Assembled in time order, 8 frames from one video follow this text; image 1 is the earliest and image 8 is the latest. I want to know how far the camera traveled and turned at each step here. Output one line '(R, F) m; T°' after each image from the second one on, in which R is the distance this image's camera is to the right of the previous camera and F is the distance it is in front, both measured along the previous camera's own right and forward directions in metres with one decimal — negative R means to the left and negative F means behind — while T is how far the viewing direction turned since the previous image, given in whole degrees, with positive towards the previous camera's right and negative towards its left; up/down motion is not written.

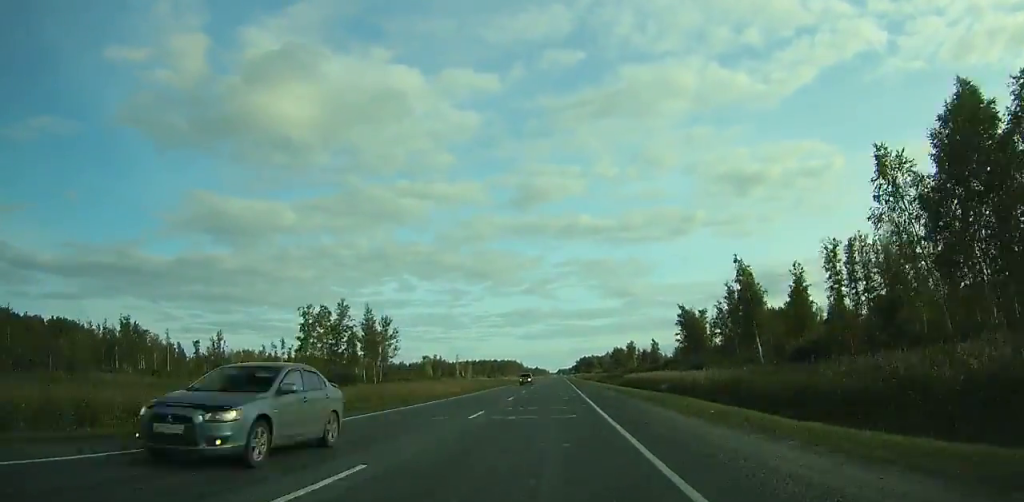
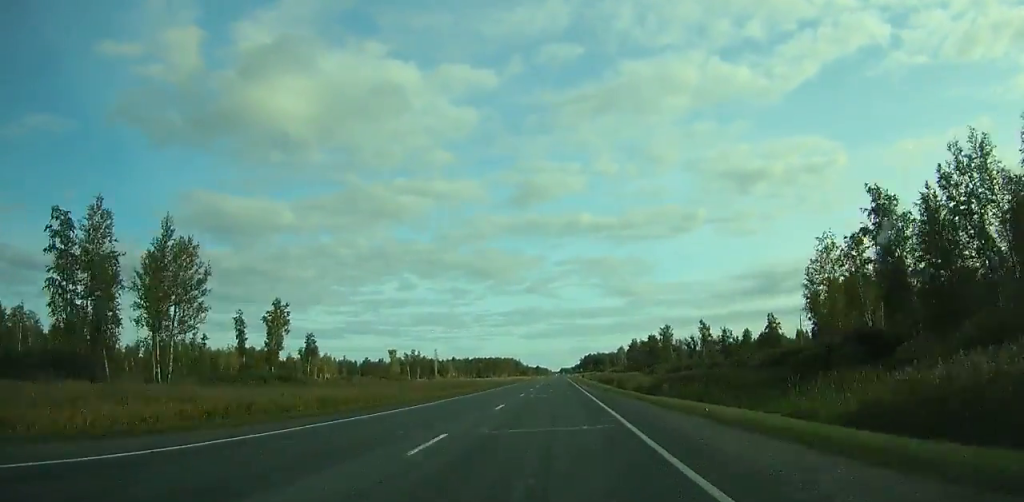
(-0.2, +68.2) m; 0°
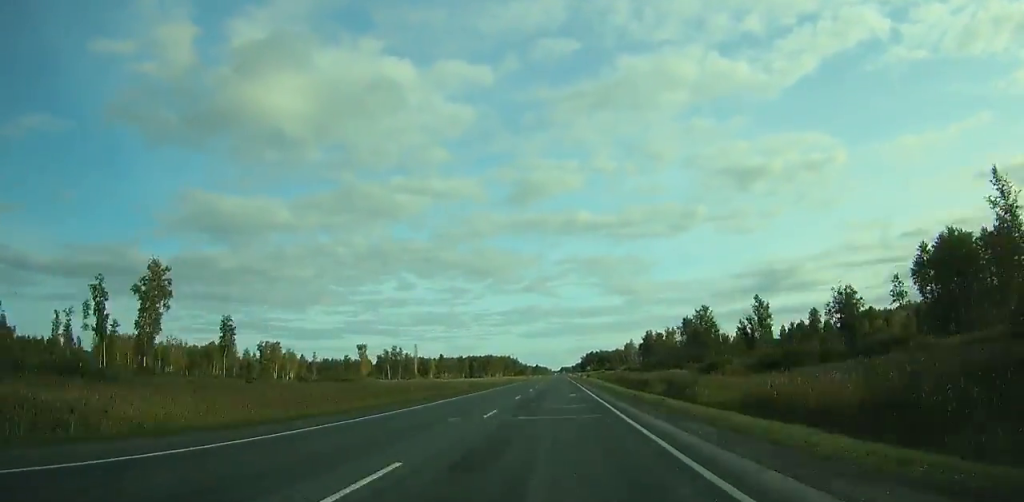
(0.0, +38.5) m; 0°
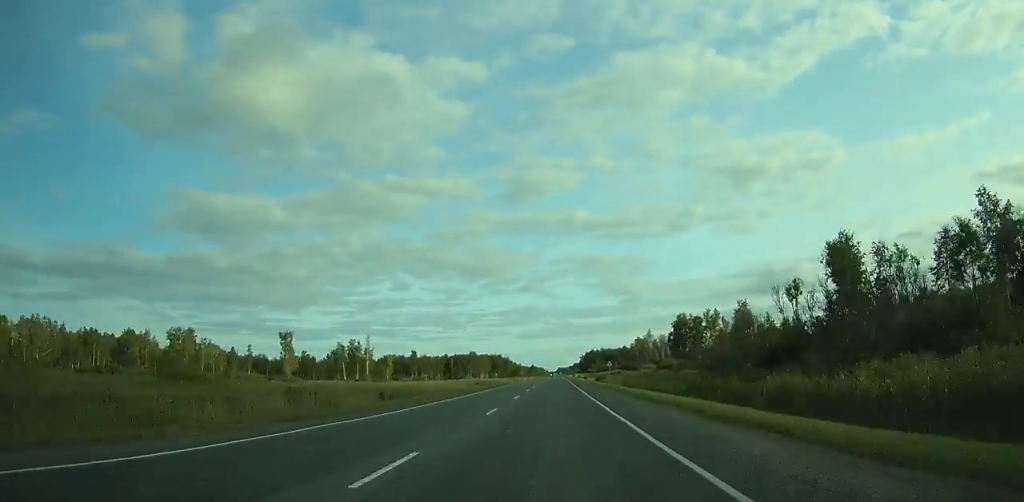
(0.0, +59.0) m; 0°
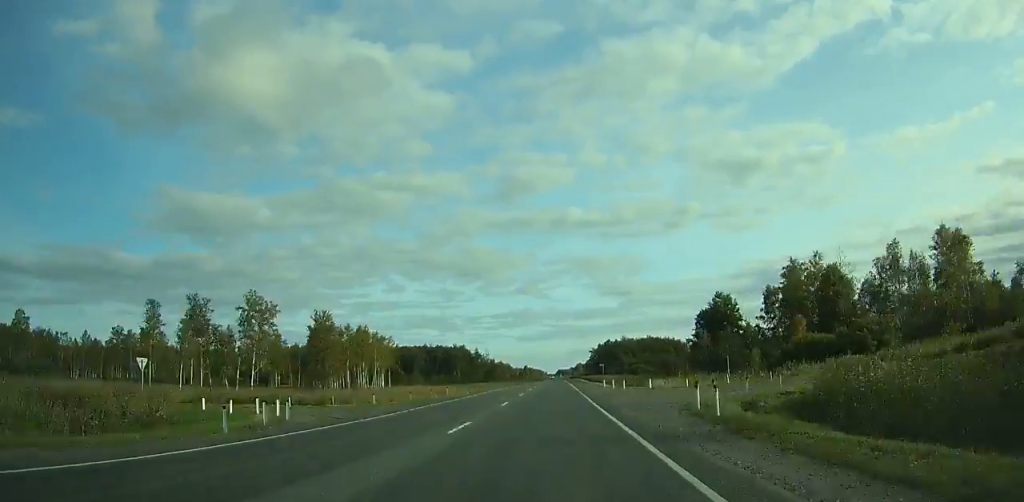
(+0.2, +184.8) m; 0°
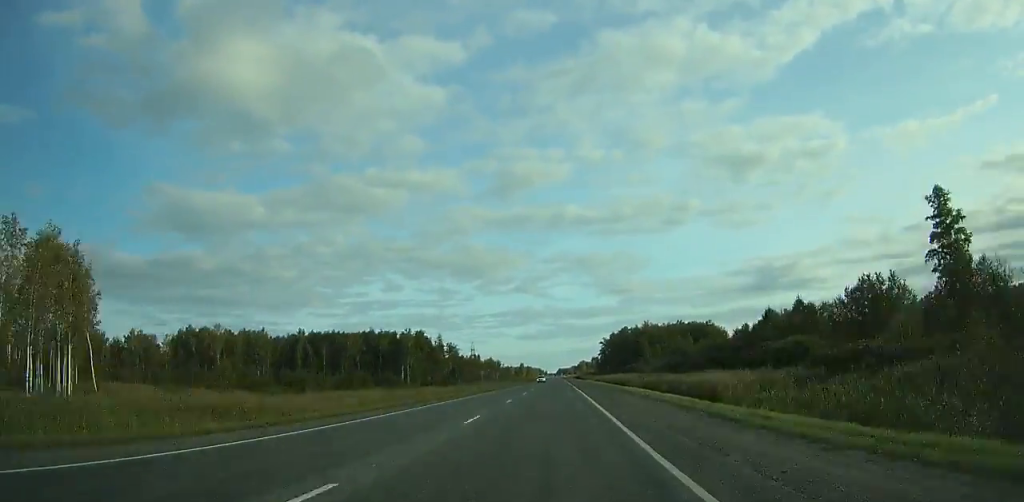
(+0.1, +93.9) m; 0°
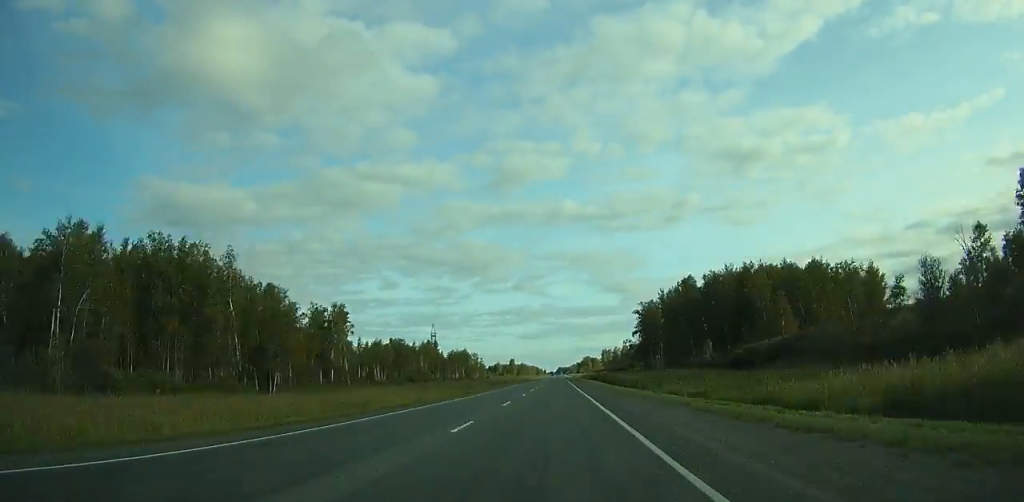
(-0.1, +136.4) m; 0°
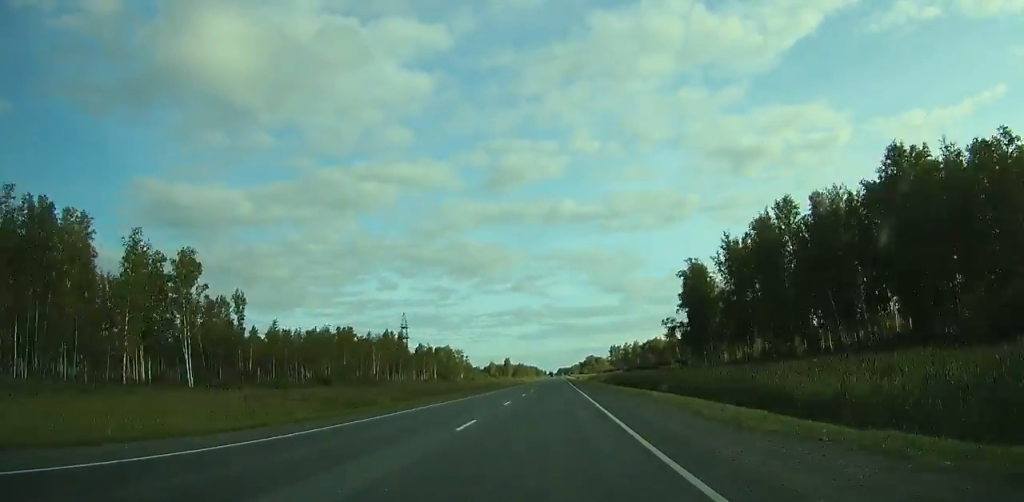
(0.0, +57.4) m; 0°
